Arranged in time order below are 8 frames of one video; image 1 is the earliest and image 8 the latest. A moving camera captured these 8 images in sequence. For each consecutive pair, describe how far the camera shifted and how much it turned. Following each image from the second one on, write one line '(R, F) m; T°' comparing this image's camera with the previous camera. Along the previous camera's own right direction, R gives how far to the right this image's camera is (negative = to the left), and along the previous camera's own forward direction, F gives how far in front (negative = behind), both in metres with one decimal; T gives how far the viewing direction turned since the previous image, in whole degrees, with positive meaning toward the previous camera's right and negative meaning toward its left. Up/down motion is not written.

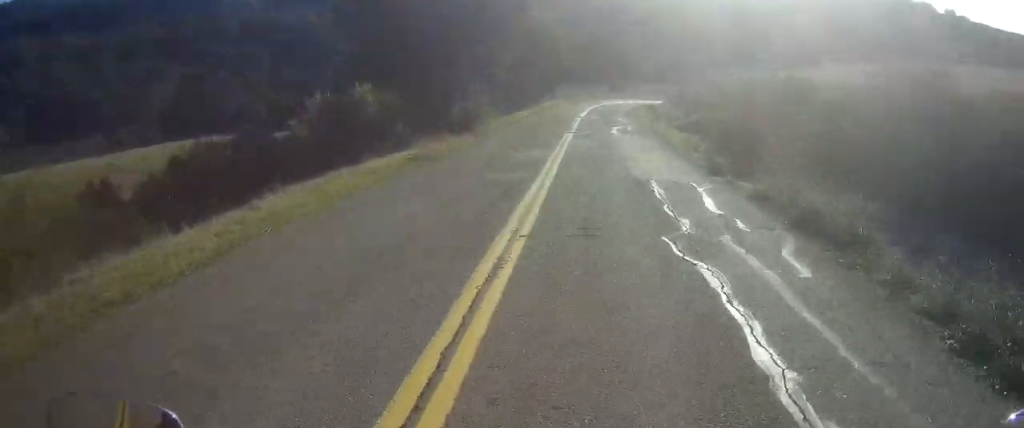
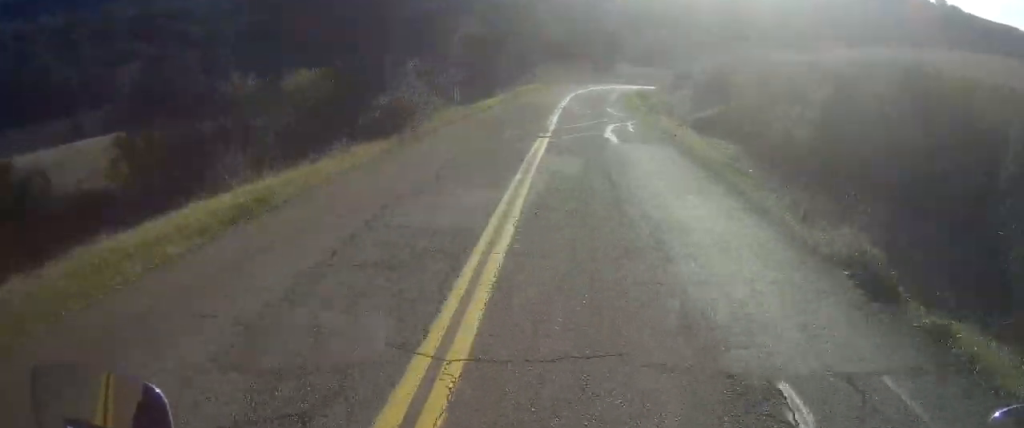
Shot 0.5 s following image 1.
(0.0, +8.4) m; +1°
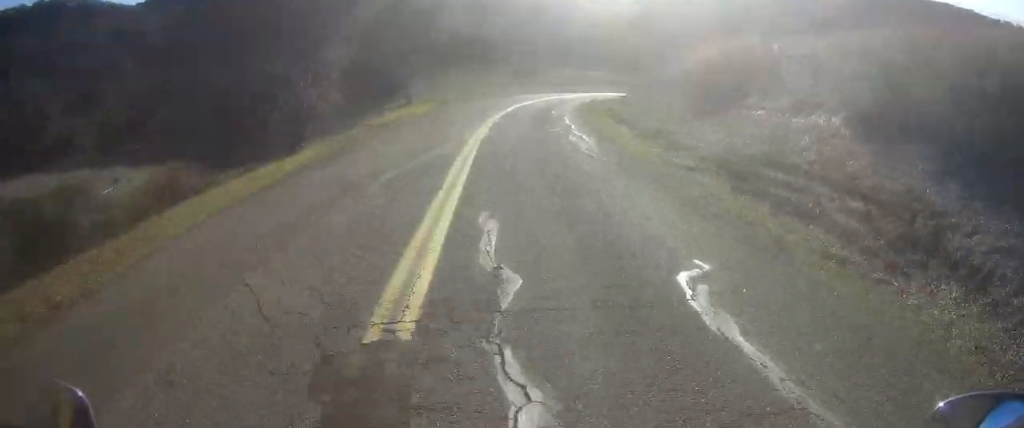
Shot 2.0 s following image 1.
(+0.3, +23.9) m; +1°
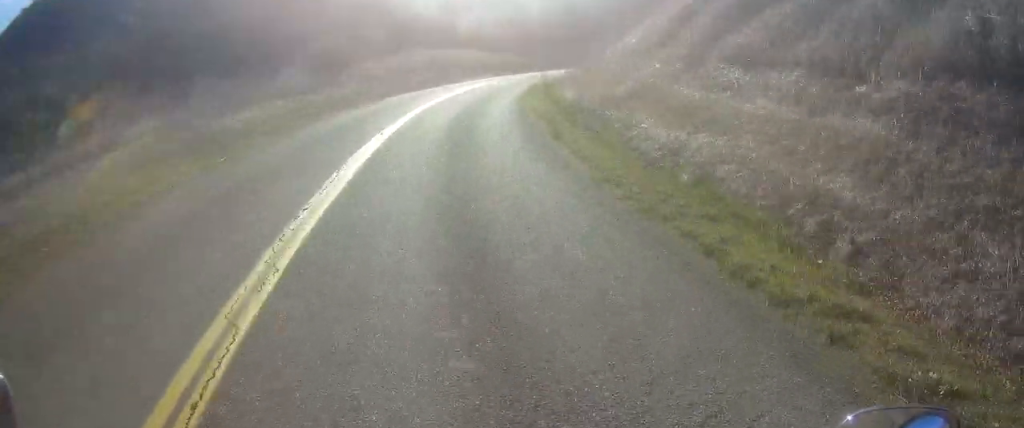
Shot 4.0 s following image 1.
(+1.2, +31.0) m; +8°
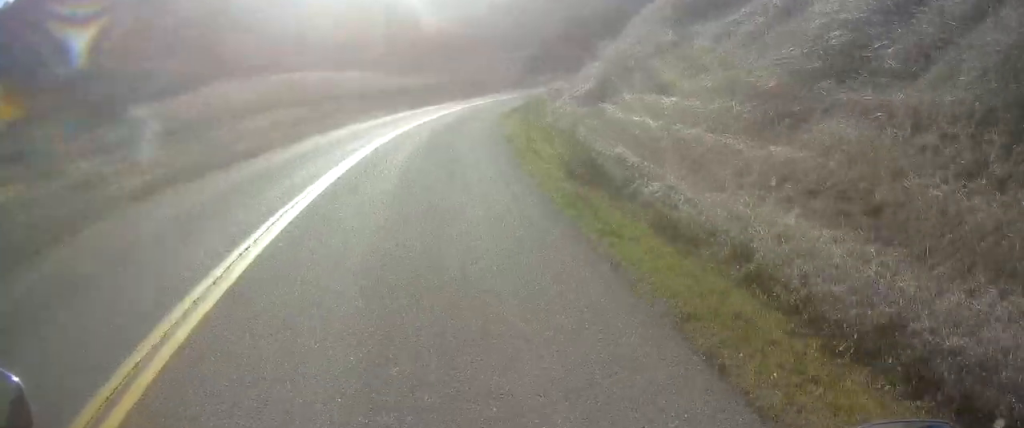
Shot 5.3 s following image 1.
(+2.0, +21.0) m; +10°
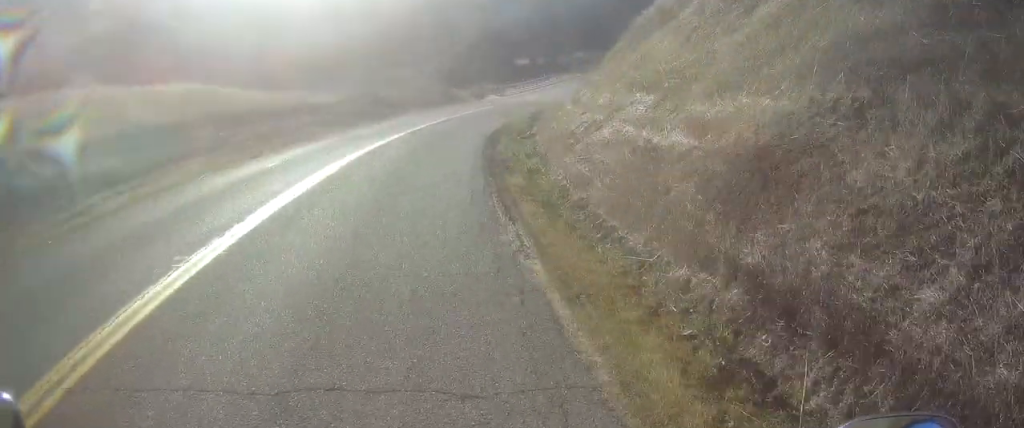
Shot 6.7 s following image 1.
(+1.0, +21.2) m; +5°
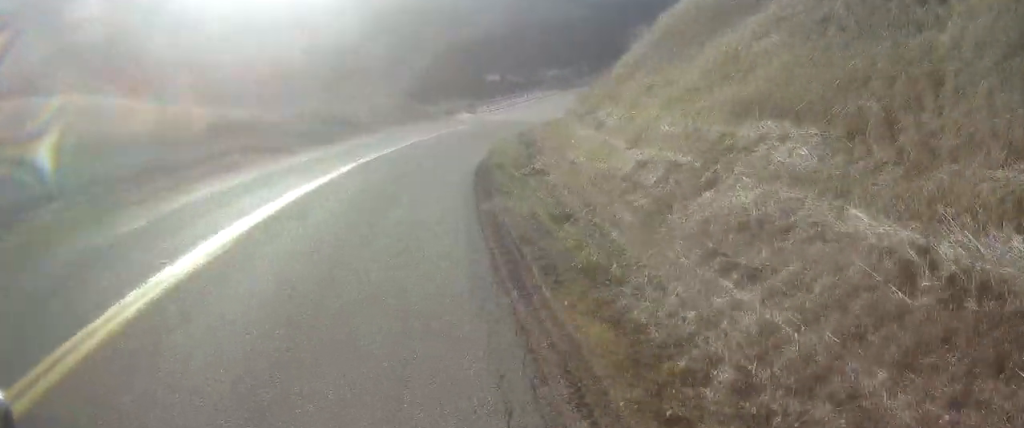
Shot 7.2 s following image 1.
(0.0, +7.3) m; +2°
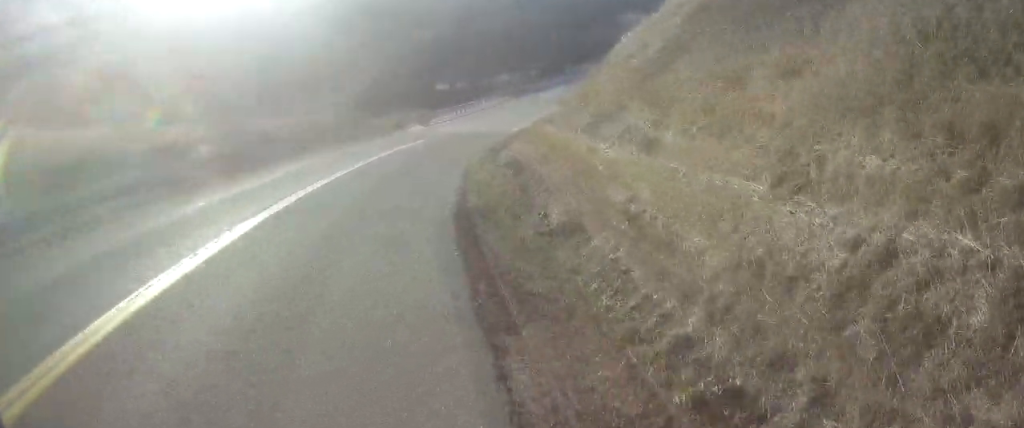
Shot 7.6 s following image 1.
(+0.1, +6.7) m; +2°
